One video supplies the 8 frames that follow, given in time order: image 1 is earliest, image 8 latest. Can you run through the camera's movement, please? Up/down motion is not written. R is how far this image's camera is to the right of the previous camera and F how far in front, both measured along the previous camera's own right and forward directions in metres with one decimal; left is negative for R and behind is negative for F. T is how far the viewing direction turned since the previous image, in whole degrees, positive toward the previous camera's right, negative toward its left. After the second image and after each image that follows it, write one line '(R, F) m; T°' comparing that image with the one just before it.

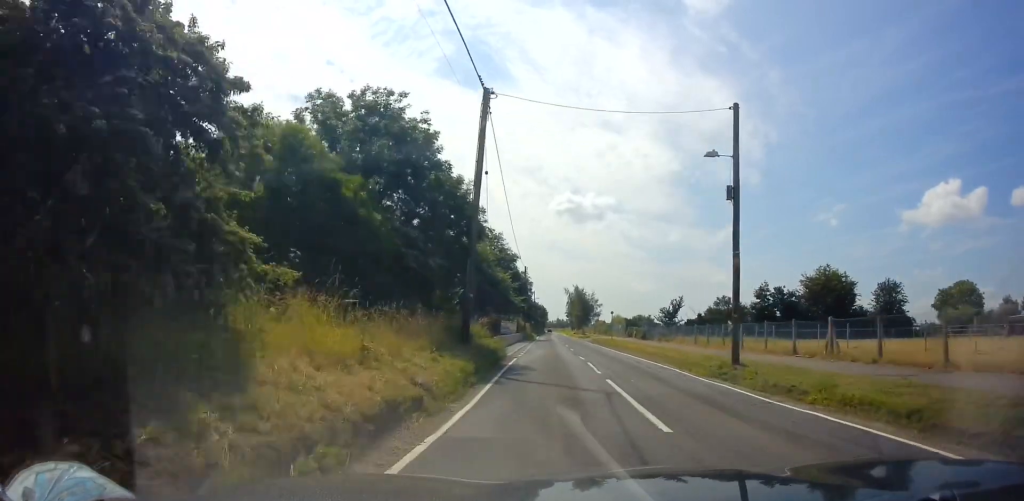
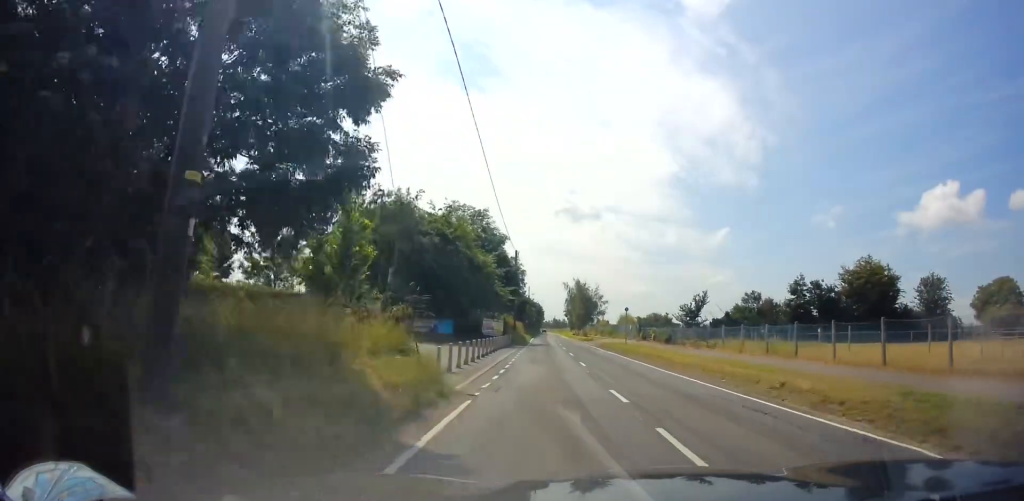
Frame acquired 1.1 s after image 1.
(0.0, +12.6) m; -1°
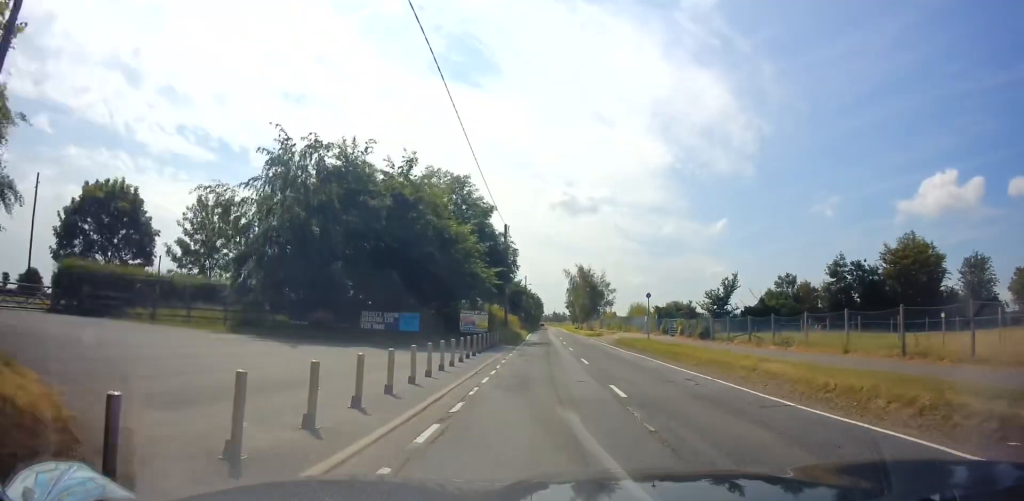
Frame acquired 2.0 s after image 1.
(-0.1, +10.3) m; +1°
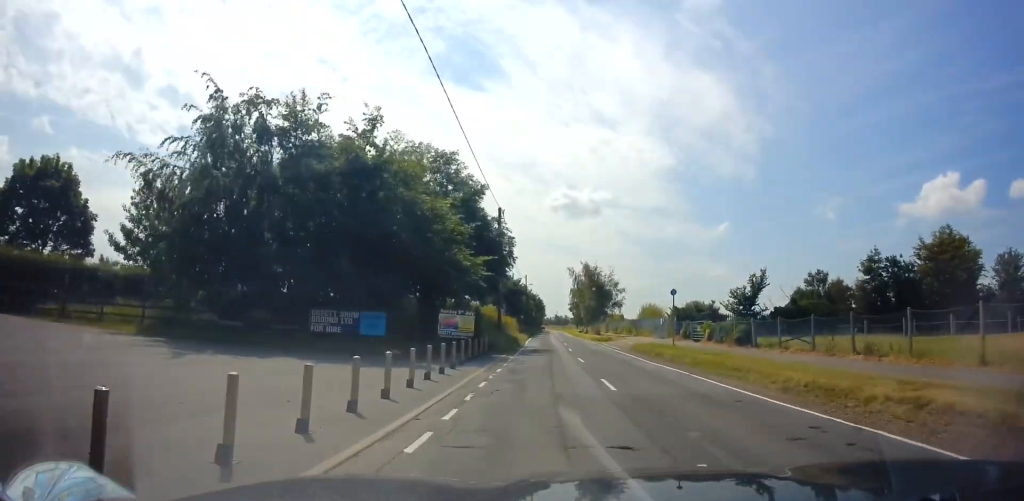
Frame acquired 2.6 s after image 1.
(0.0, +6.9) m; +1°
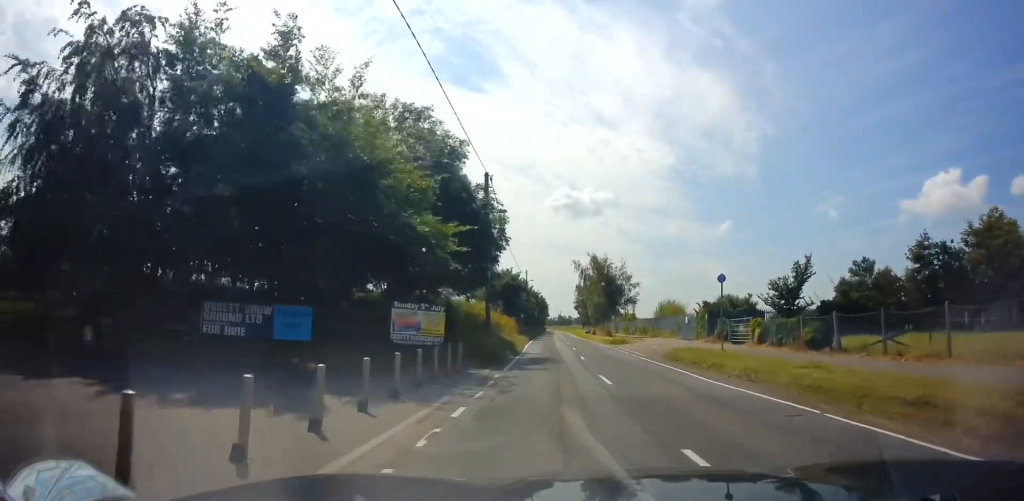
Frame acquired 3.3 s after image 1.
(+0.2, +7.4) m; 0°
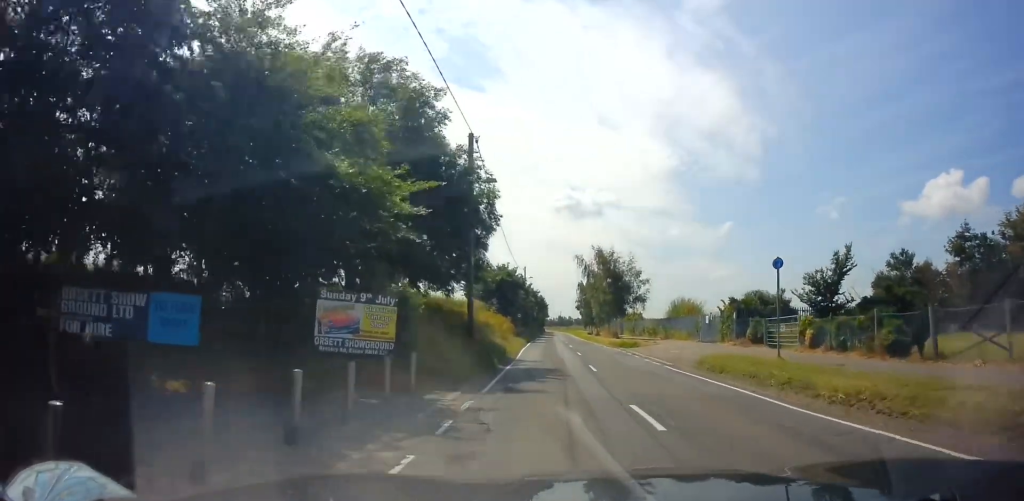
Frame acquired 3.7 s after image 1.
(0.0, +5.5) m; 0°
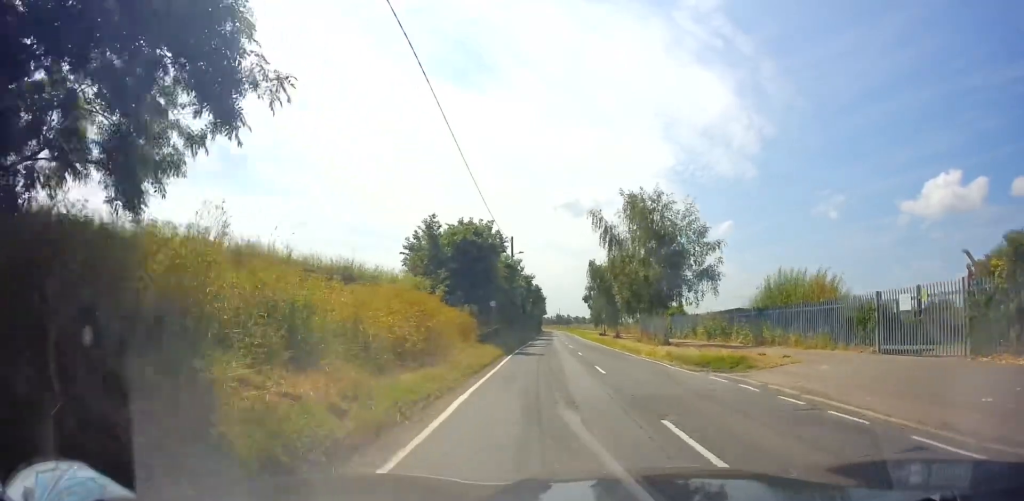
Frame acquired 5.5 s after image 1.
(-0.5, +21.2) m; -1°
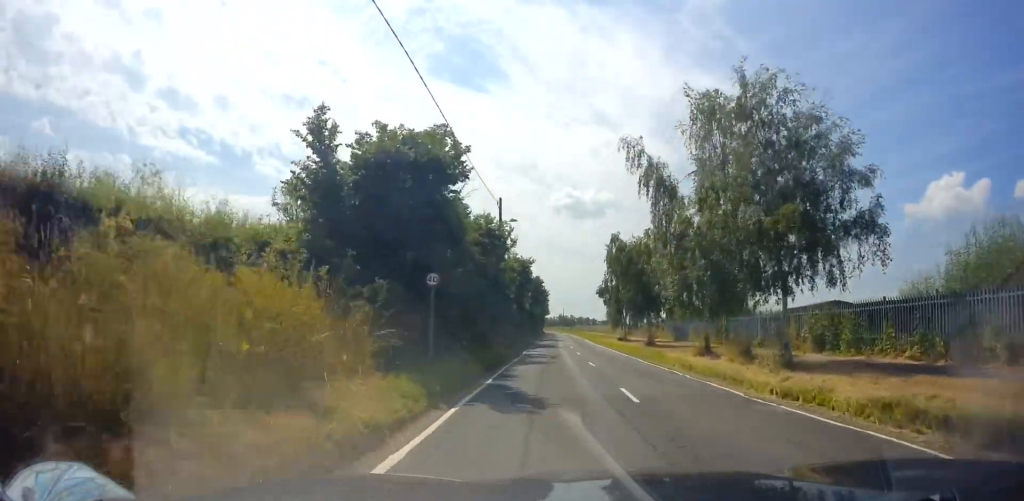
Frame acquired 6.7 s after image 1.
(0.0, +14.9) m; 0°
